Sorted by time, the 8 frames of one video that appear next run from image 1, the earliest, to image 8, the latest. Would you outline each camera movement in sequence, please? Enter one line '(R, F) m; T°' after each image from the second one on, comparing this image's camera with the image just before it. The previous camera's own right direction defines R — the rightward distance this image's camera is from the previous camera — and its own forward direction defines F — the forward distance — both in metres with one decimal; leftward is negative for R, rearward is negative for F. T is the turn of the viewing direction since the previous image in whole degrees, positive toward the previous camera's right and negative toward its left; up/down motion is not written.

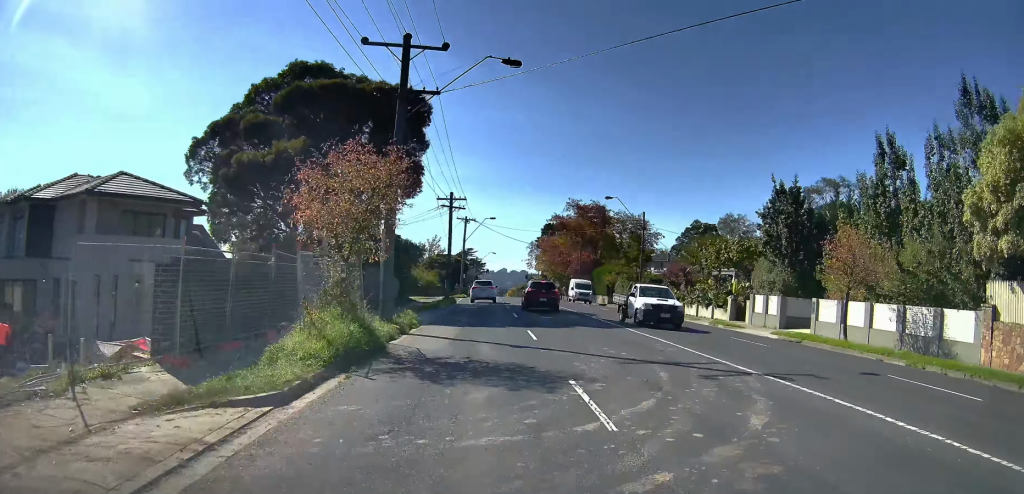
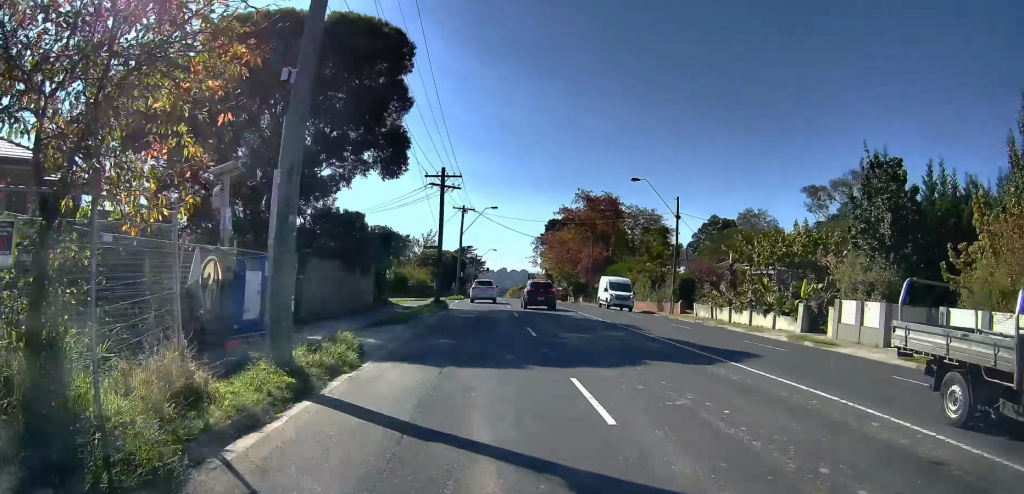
(-0.1, +10.0) m; 0°
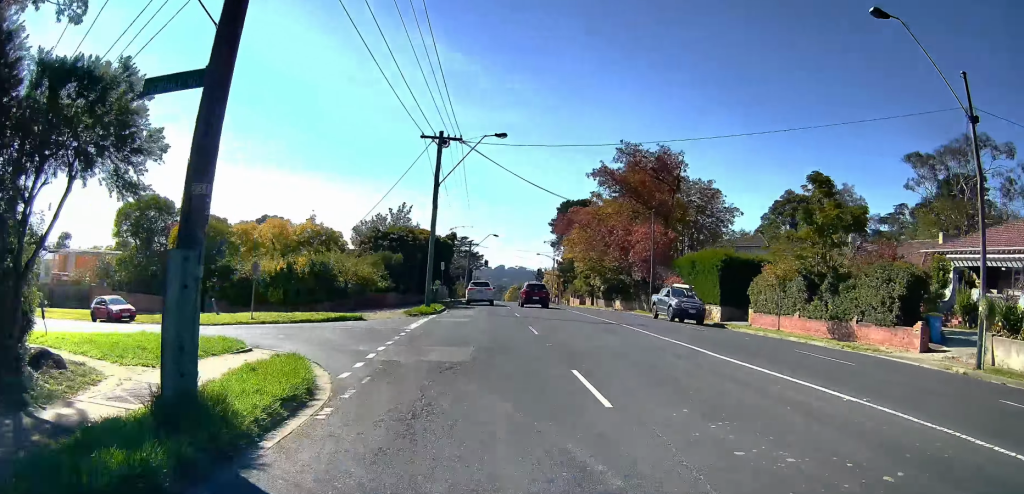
(0.0, +31.2) m; -1°
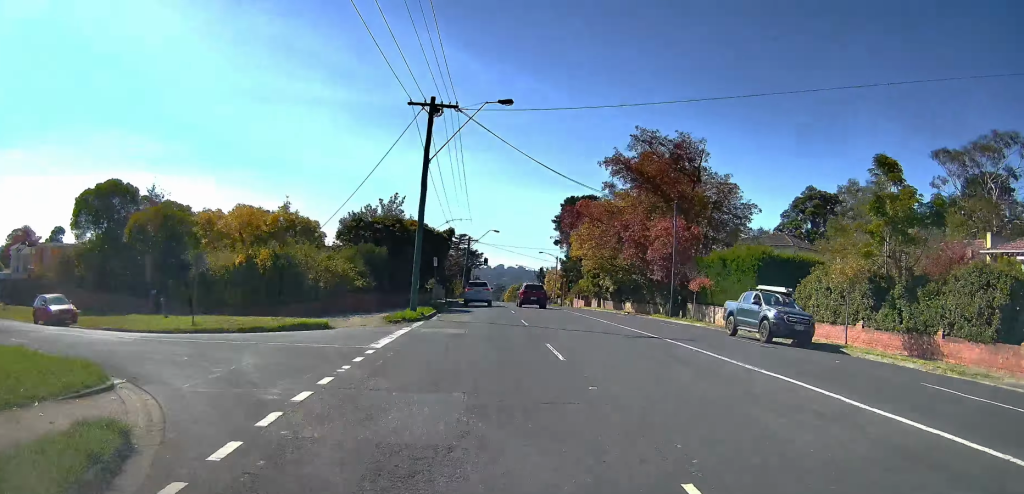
(+0.3, +6.1) m; -3°
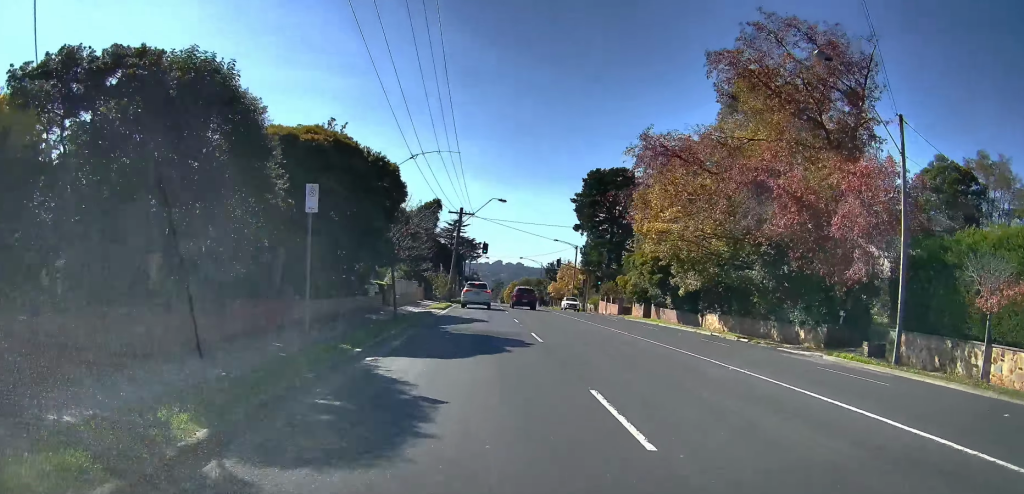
(-1.4, +26.3) m; 0°
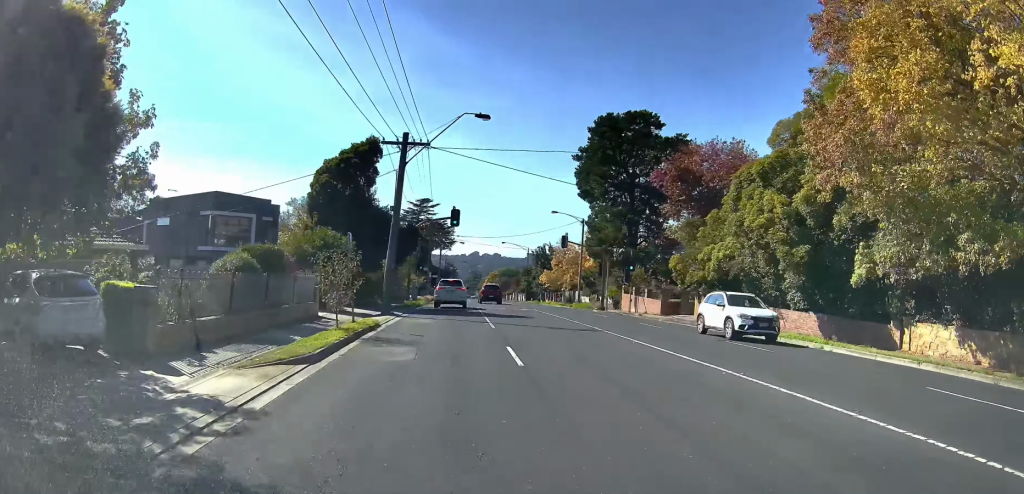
(+0.9, +24.6) m; +1°
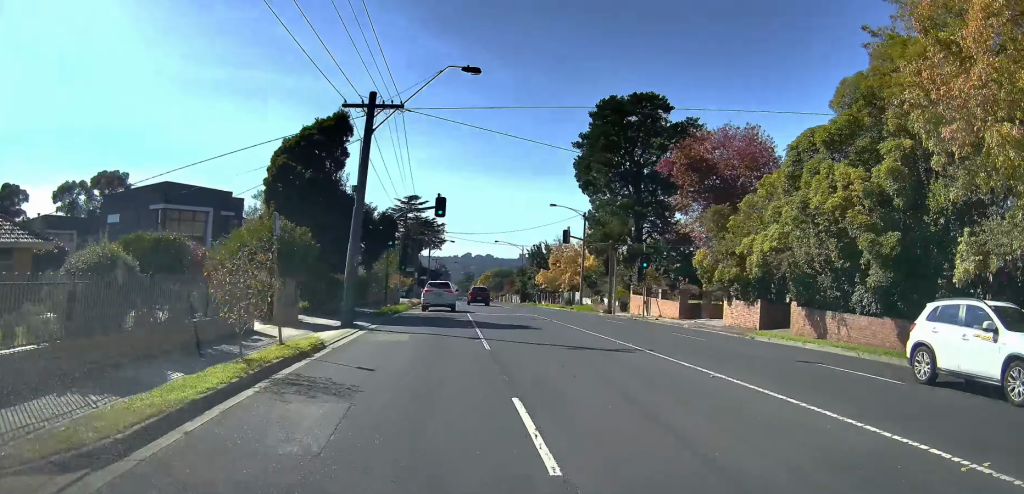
(+0.1, +6.2) m; -2°
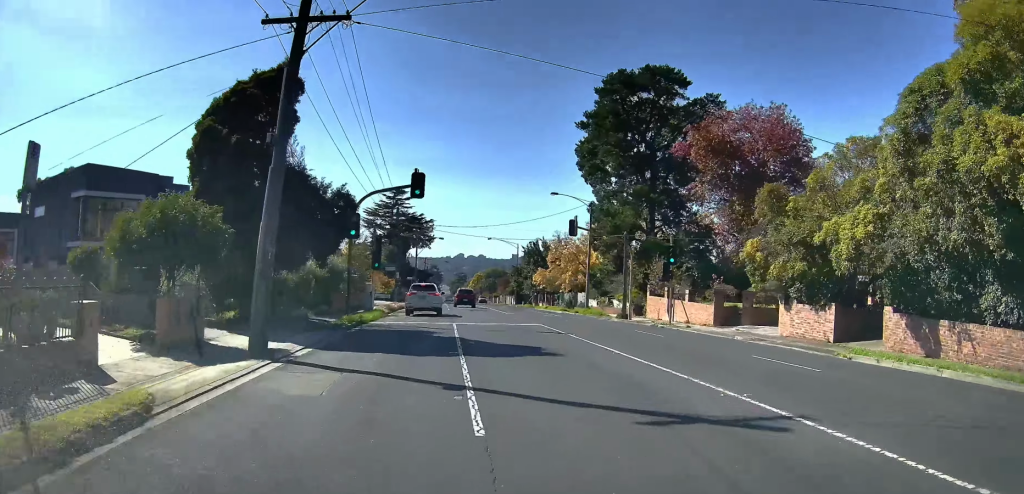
(-0.1, +7.6) m; -1°
